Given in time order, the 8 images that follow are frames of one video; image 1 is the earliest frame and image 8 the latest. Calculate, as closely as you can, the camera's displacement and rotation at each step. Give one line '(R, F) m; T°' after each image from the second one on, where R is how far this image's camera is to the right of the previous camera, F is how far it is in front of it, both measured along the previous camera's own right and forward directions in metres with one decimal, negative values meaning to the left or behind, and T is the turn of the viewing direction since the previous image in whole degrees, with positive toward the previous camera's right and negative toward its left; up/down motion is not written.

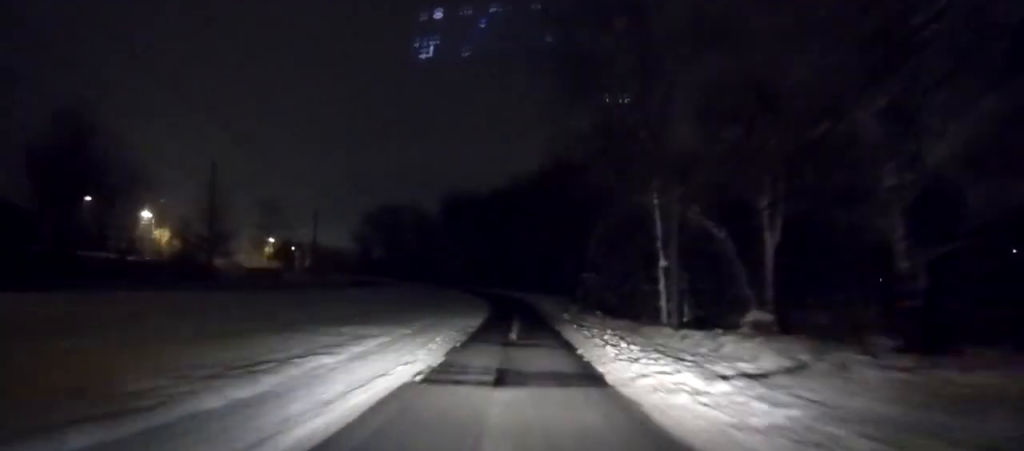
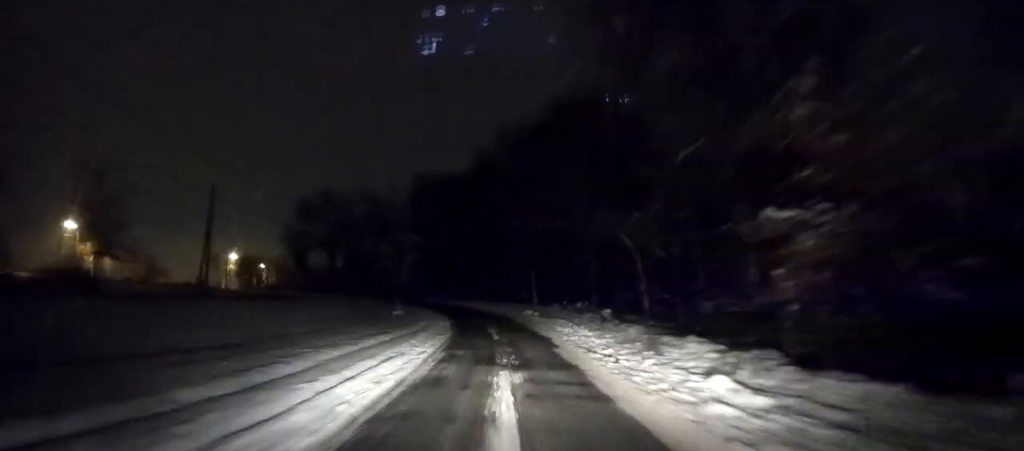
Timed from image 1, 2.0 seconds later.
(+0.7, +29.7) m; +1°
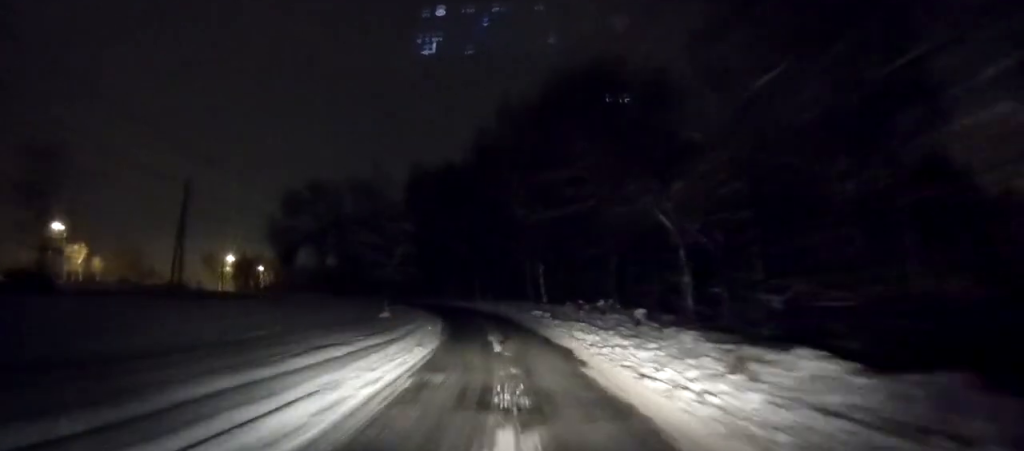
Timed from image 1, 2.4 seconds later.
(0.0, +5.7) m; 0°
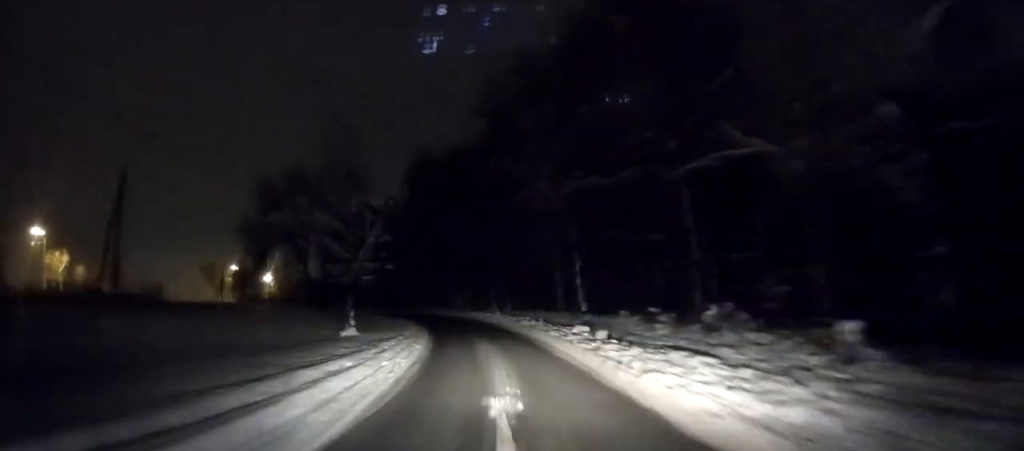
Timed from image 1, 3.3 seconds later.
(-0.2, +12.0) m; -2°
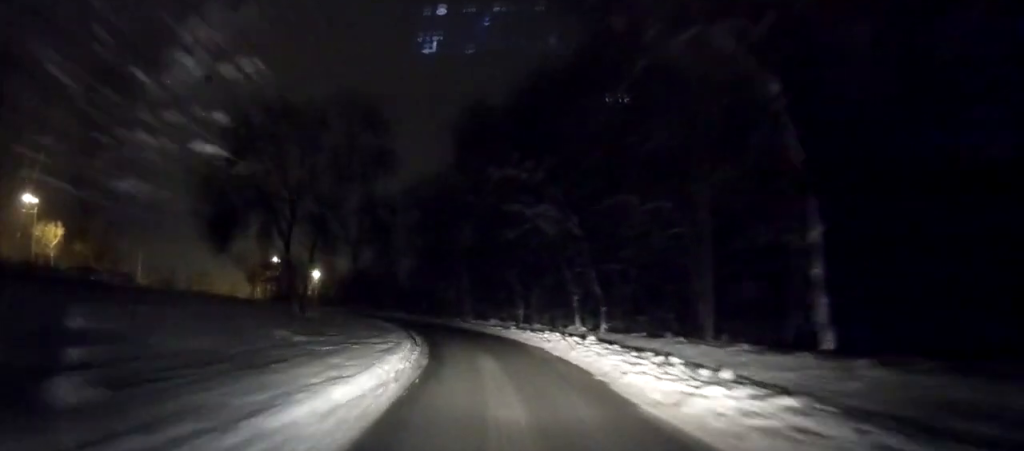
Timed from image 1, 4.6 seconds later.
(-0.6, +19.4) m; -5°
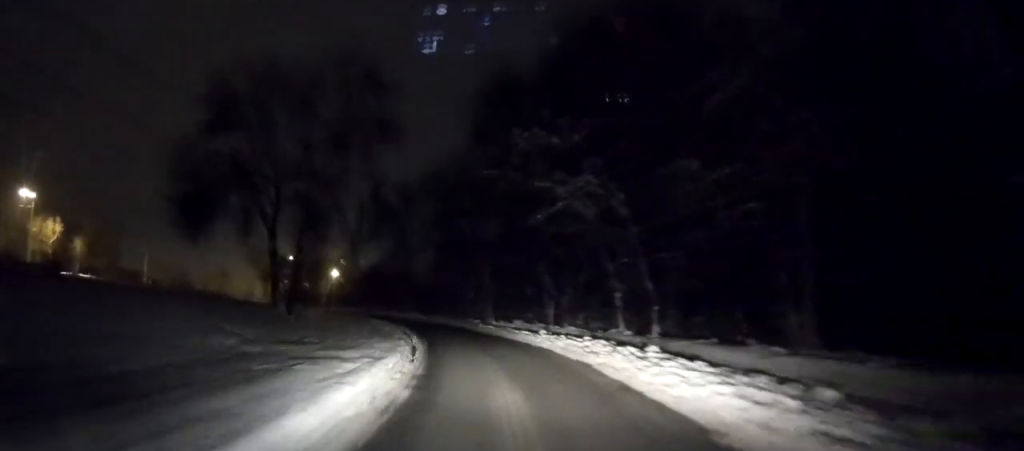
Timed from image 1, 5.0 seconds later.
(-0.2, +5.8) m; -2°
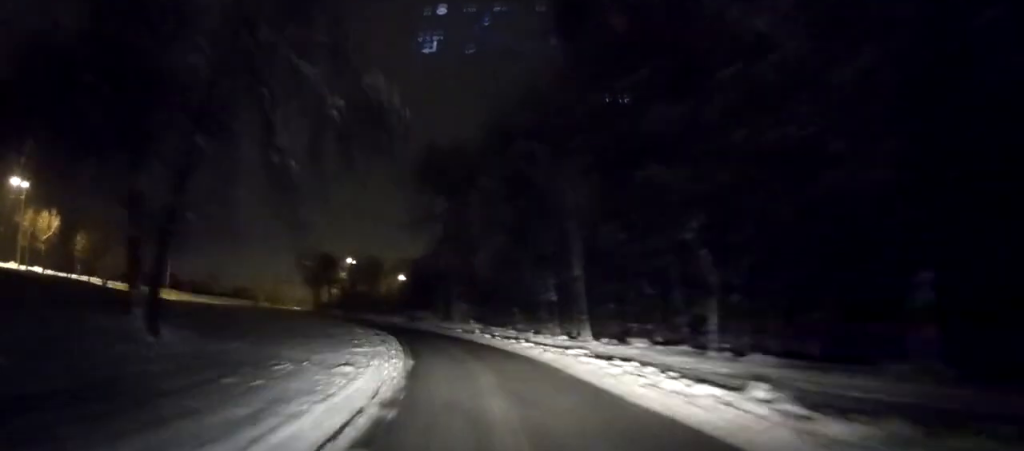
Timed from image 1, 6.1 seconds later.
(-0.8, +16.6) m; -6°
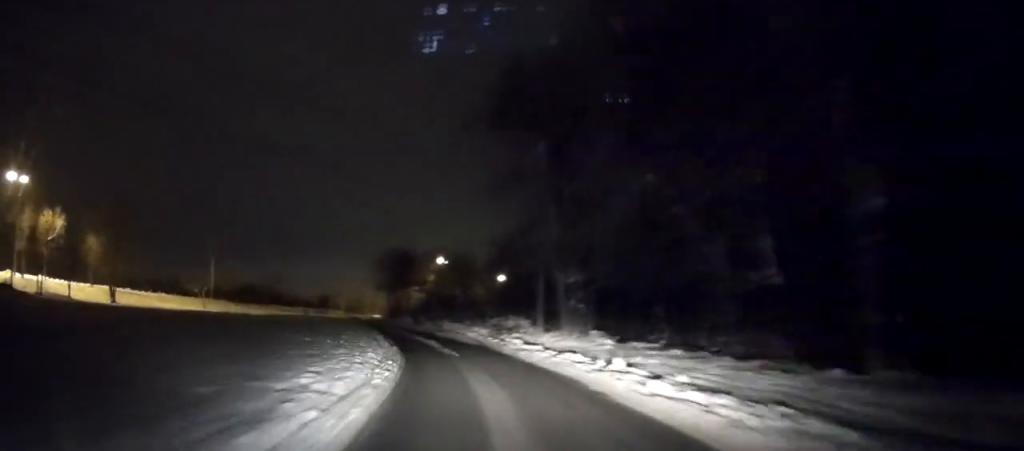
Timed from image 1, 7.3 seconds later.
(-0.8, +16.8) m; -7°
